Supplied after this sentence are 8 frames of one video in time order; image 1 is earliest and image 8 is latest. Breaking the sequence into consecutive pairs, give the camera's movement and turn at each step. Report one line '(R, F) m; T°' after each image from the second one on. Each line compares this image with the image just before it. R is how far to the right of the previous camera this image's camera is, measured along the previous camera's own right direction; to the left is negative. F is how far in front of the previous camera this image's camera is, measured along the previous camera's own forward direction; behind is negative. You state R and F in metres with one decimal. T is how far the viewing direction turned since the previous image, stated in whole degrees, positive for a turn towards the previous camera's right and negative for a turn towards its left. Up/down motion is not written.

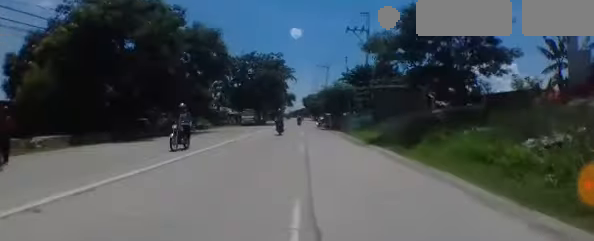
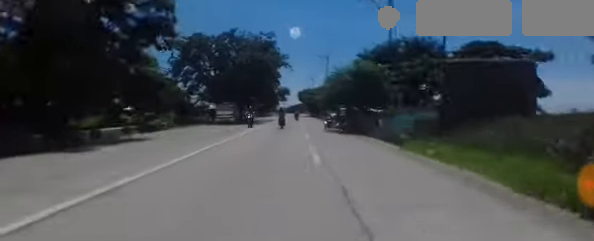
(+0.1, +12.8) m; 0°
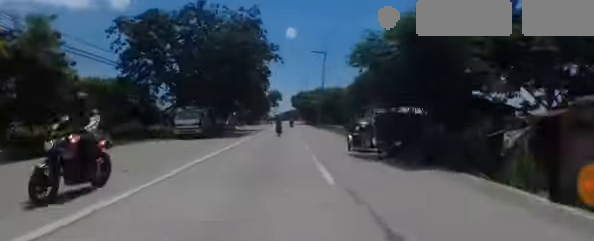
(-0.1, +10.9) m; 0°
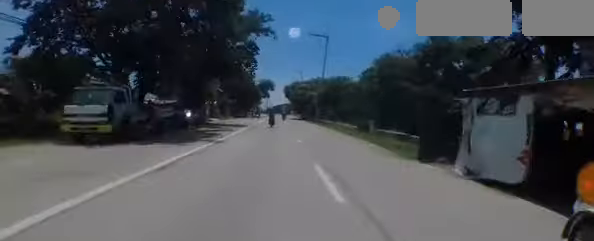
(0.0, +11.0) m; 0°
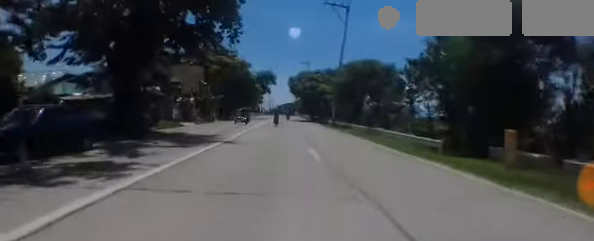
(0.0, +14.5) m; +1°
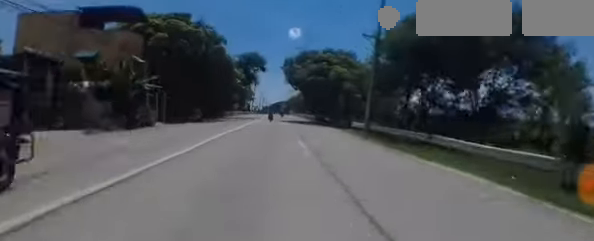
(+0.4, +18.8) m; +1°
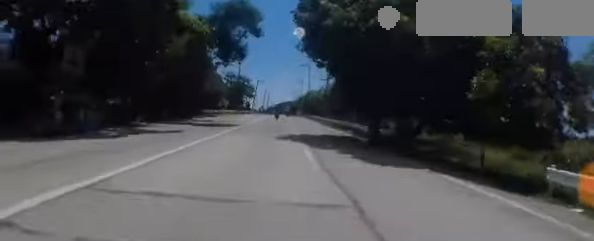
(-0.2, +19.6) m; -1°
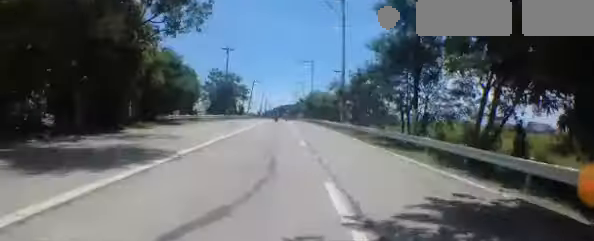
(-0.1, +14.0) m; -1°
